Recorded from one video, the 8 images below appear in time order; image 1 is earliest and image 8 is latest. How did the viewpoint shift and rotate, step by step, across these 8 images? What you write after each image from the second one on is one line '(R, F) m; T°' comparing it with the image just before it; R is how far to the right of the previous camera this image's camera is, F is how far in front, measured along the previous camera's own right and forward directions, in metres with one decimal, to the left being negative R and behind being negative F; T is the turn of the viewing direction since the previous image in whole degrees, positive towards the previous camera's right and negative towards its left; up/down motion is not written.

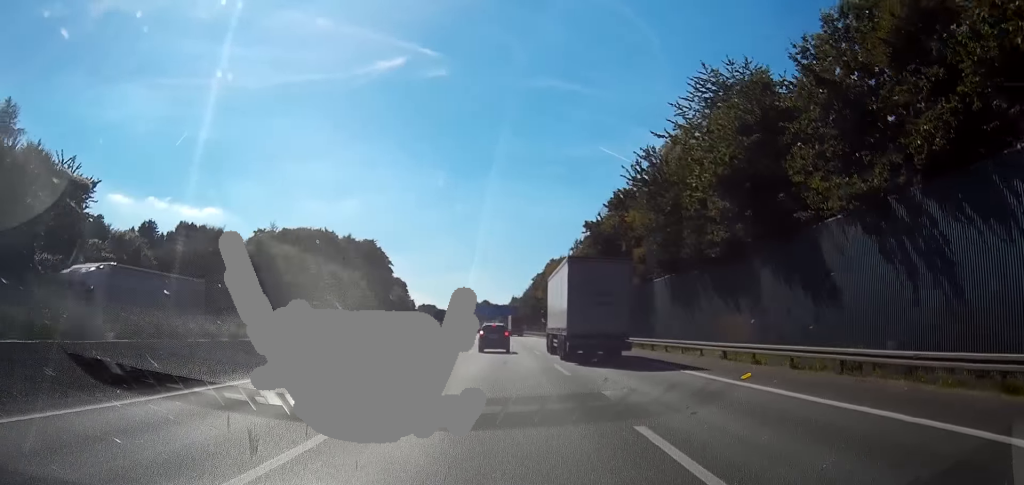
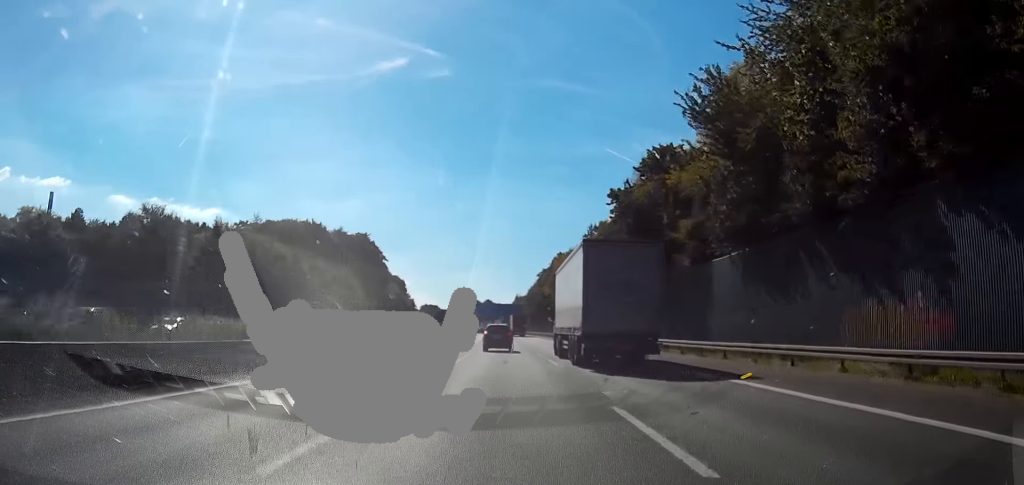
(-0.1, +15.3) m; 0°
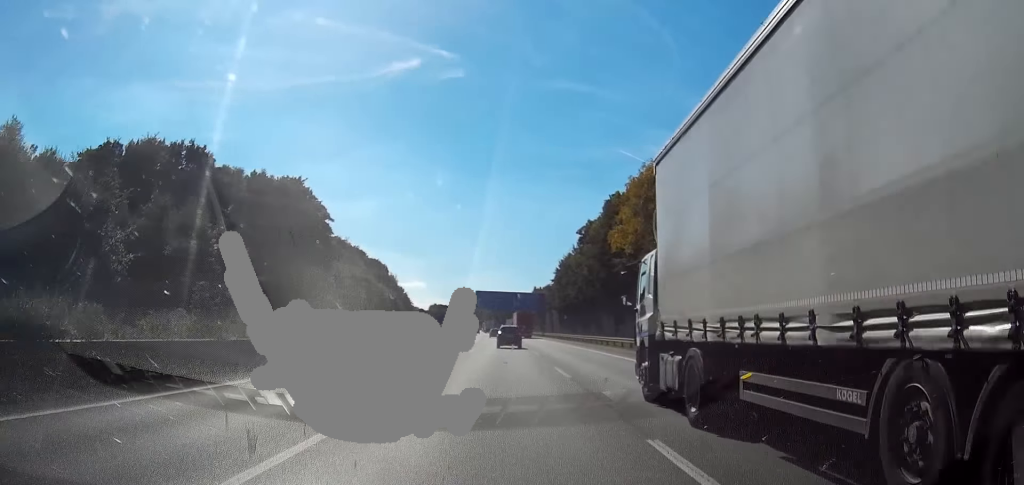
(-1.0, +74.0) m; -1°
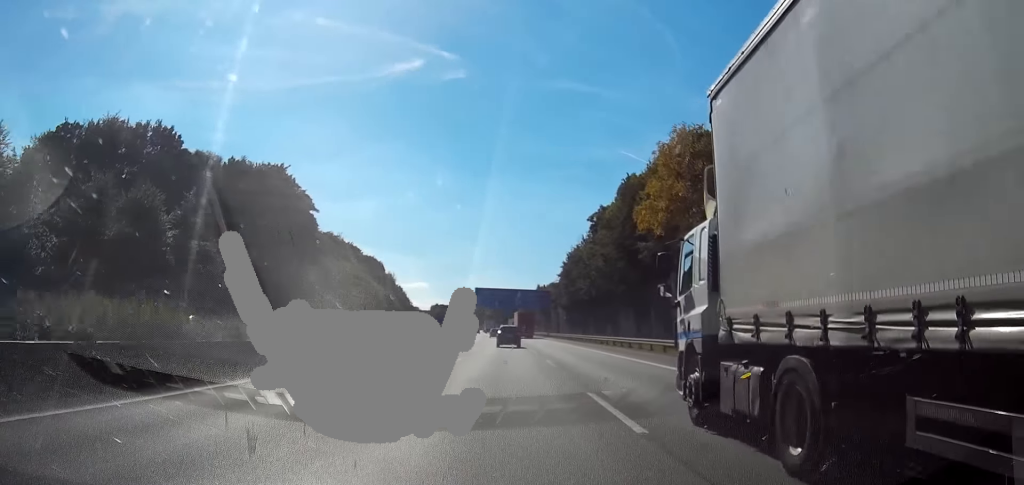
(0.0, +11.4) m; 0°
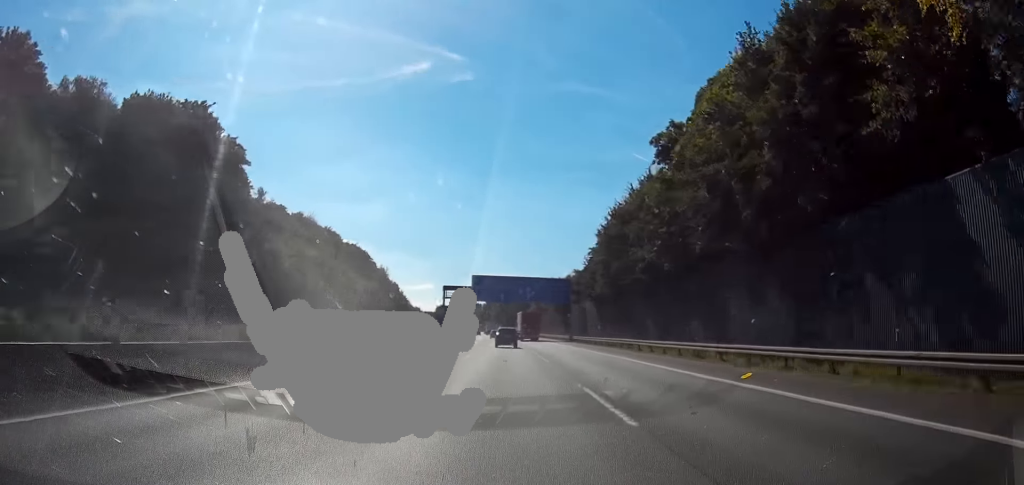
(-0.3, +35.1) m; -1°
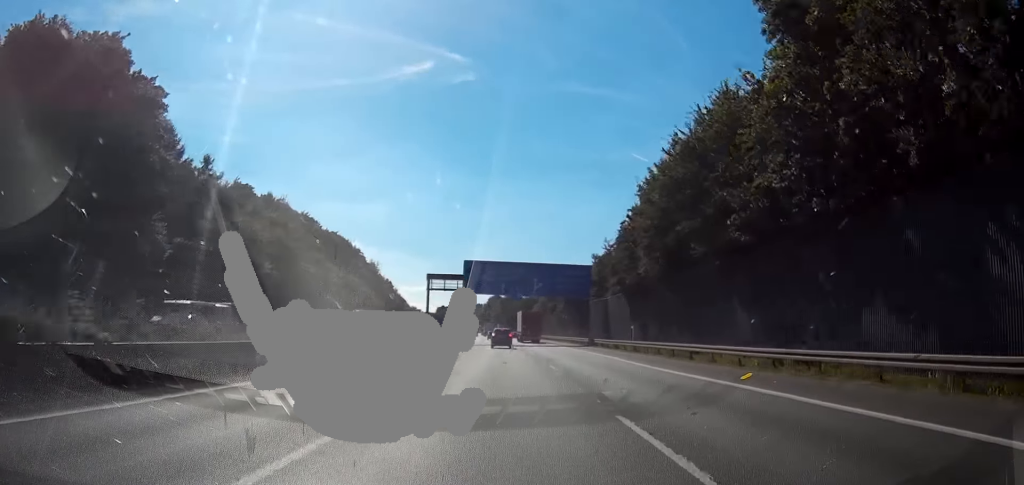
(-0.1, +23.0) m; -1°
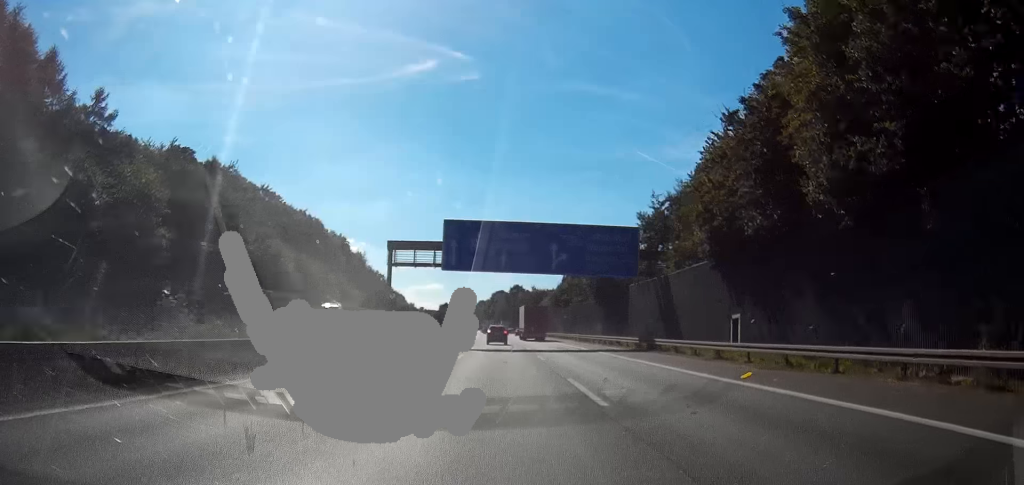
(-0.3, +29.3) m; -1°
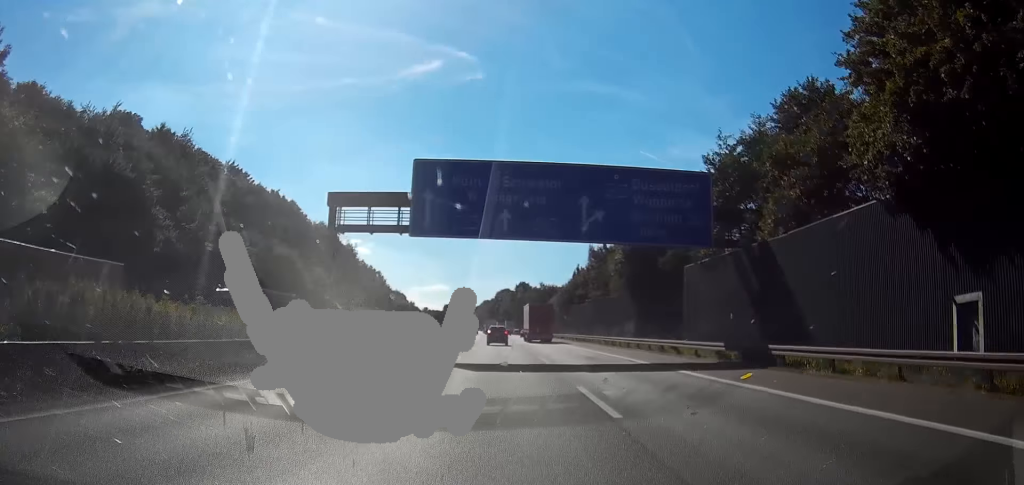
(-0.1, +19.5) m; 0°
